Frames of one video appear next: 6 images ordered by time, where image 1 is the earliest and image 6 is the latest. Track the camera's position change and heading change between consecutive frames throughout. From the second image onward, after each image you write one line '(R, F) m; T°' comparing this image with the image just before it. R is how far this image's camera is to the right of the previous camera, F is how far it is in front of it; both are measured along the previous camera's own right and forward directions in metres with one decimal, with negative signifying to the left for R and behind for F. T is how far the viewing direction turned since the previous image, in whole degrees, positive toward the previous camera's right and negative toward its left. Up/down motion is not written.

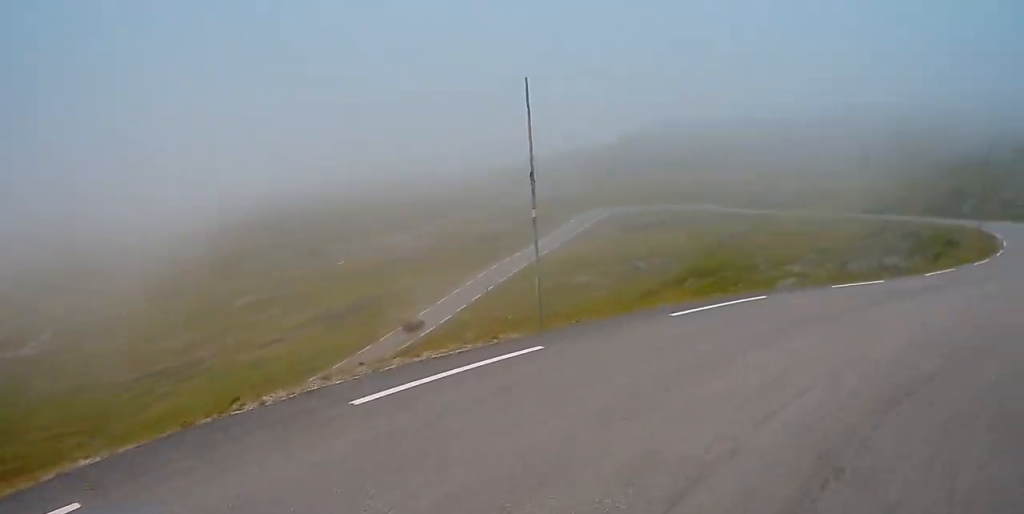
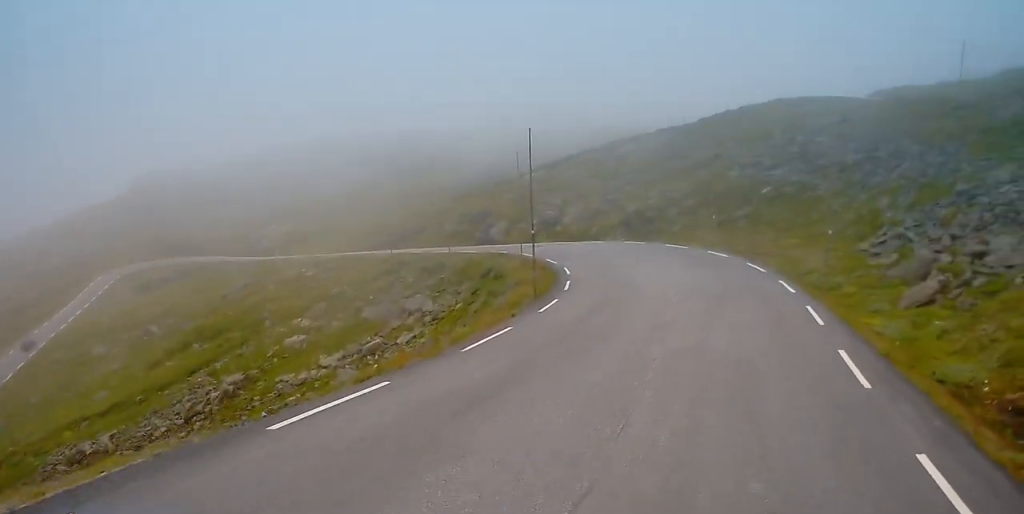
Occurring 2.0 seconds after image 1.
(+2.2, +8.5) m; +21°
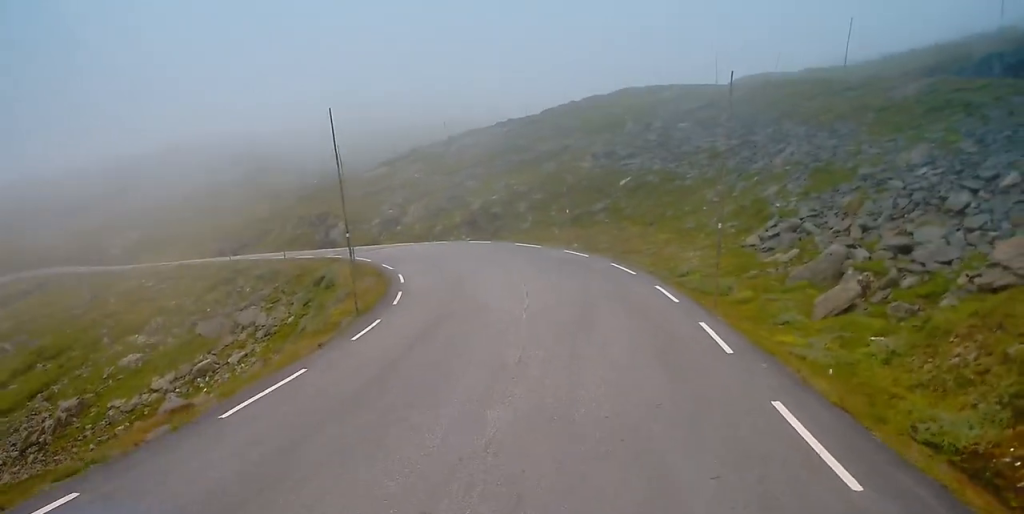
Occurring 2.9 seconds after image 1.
(+0.2, +4.2) m; +5°
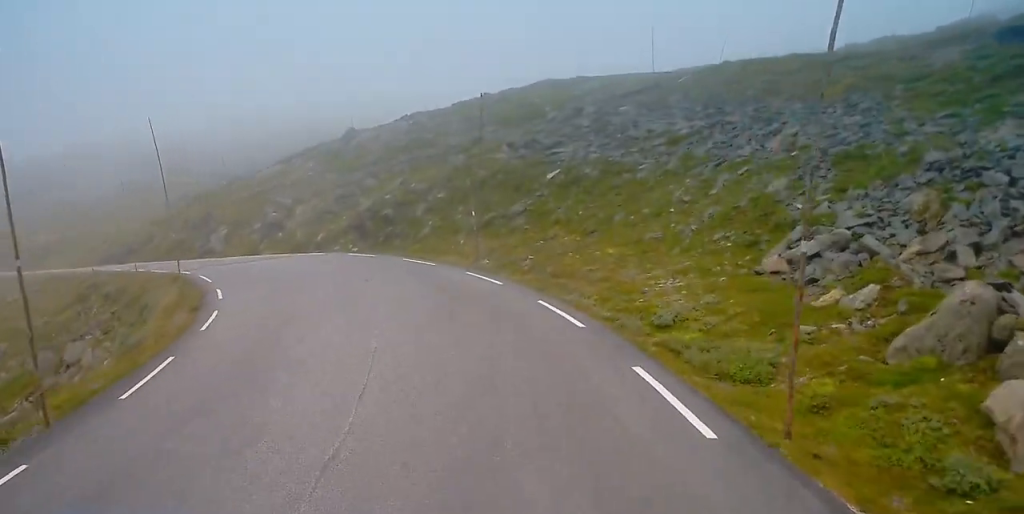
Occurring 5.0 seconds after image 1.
(+0.5, +10.8) m; -2°
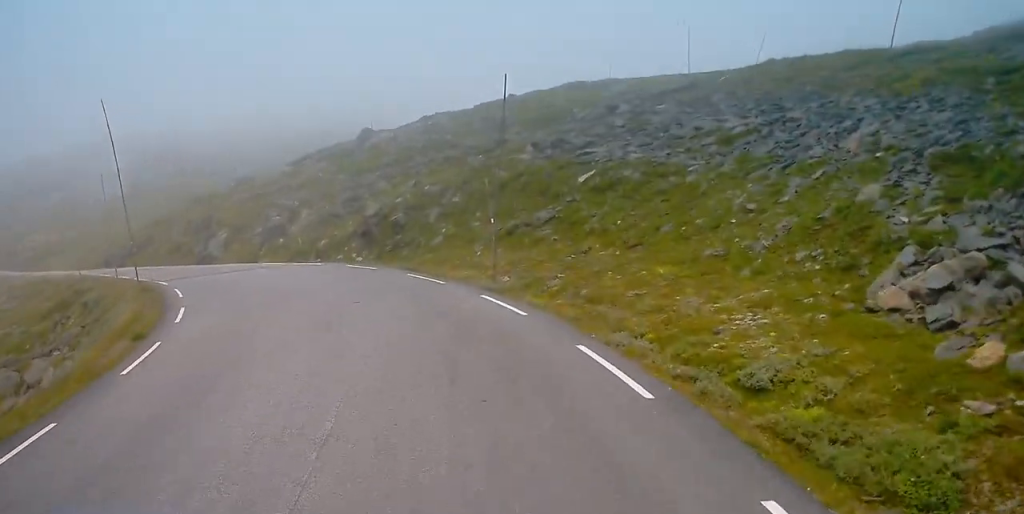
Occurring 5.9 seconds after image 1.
(-0.3, +4.7) m; -6°
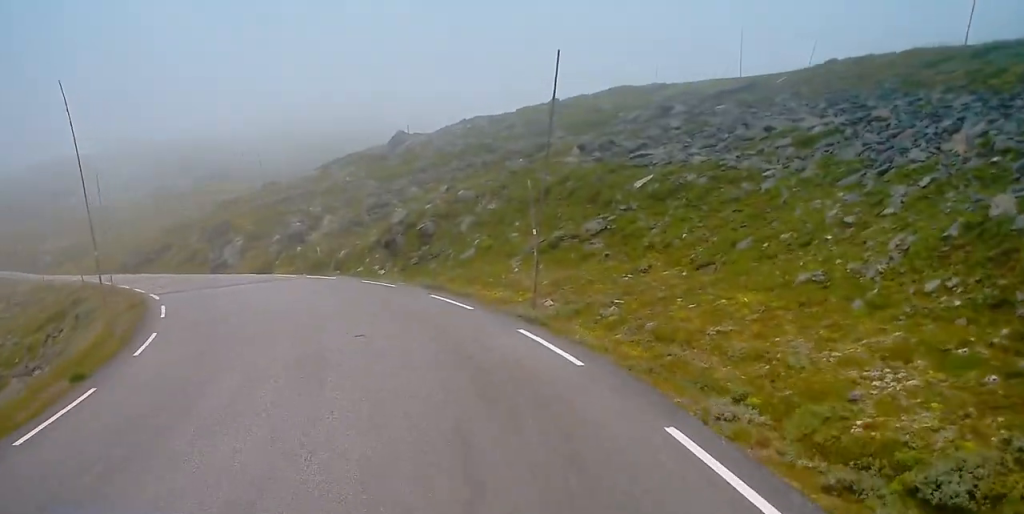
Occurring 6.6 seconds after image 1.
(-0.2, +4.1) m; -4°
